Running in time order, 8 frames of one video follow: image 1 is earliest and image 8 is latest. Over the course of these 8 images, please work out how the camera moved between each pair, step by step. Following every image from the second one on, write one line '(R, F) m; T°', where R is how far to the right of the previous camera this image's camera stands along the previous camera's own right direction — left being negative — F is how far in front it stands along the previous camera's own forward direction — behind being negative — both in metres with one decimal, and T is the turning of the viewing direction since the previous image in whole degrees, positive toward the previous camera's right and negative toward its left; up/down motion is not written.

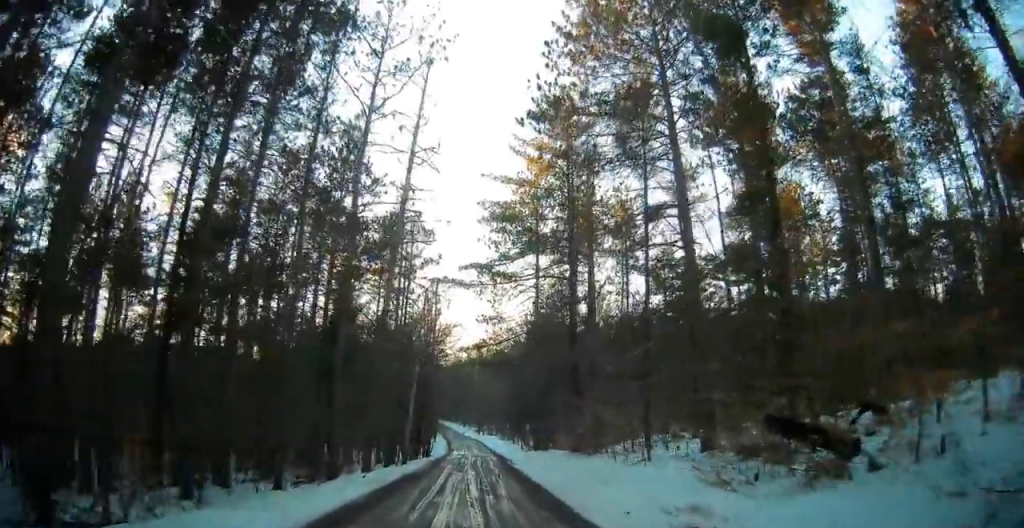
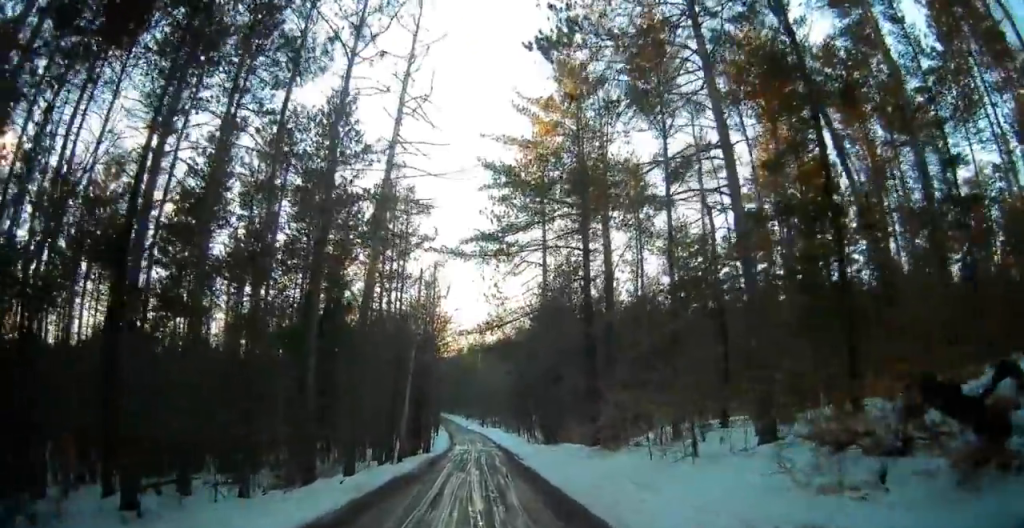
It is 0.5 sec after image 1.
(+0.1, +3.1) m; 0°
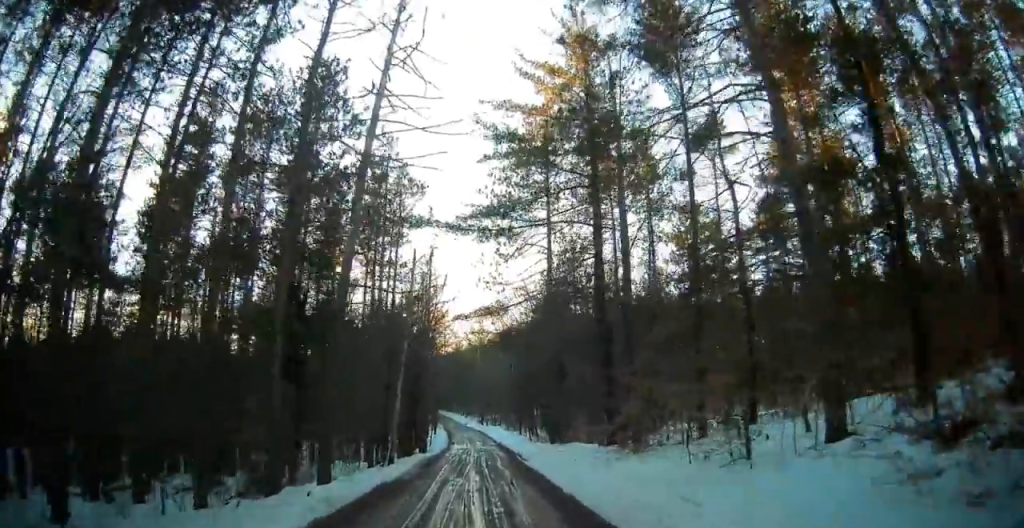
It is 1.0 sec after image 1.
(-0.2, +2.5) m; 0°
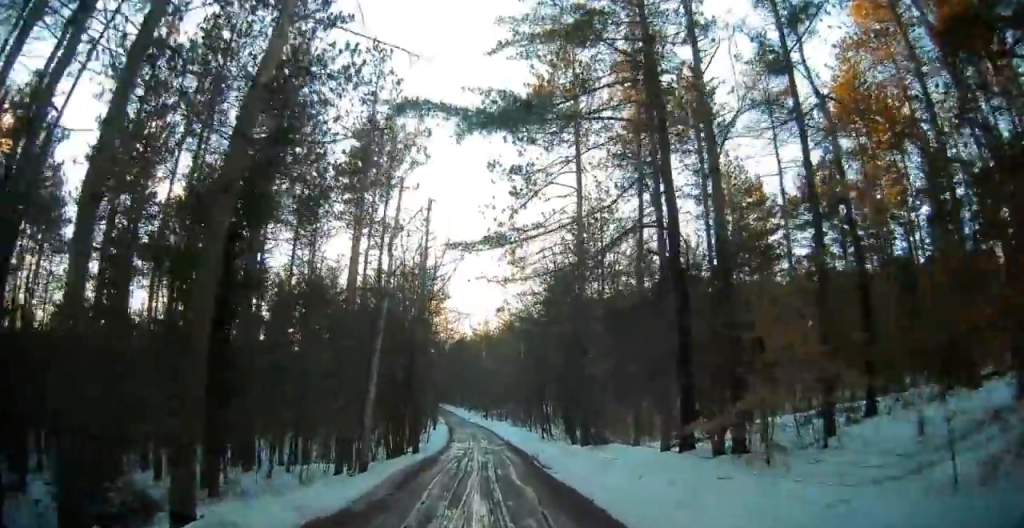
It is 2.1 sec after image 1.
(+0.1, +7.0) m; 0°
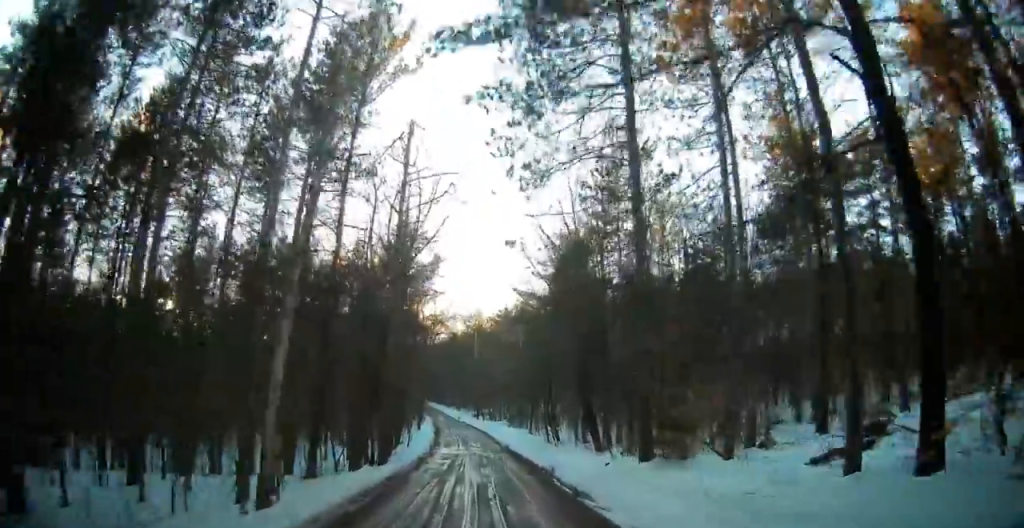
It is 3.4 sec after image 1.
(-0.3, +9.4) m; 0°
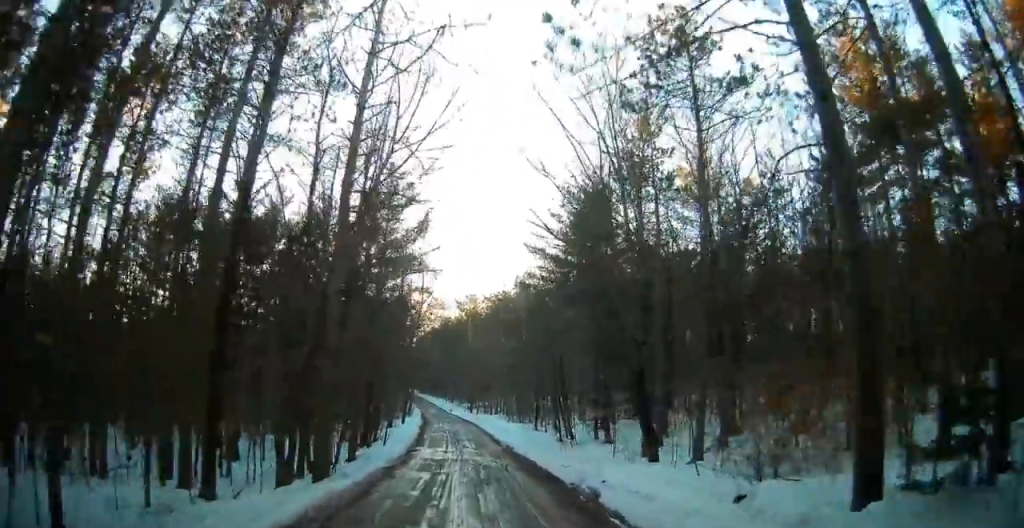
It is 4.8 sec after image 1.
(+0.6, +9.8) m; +4°
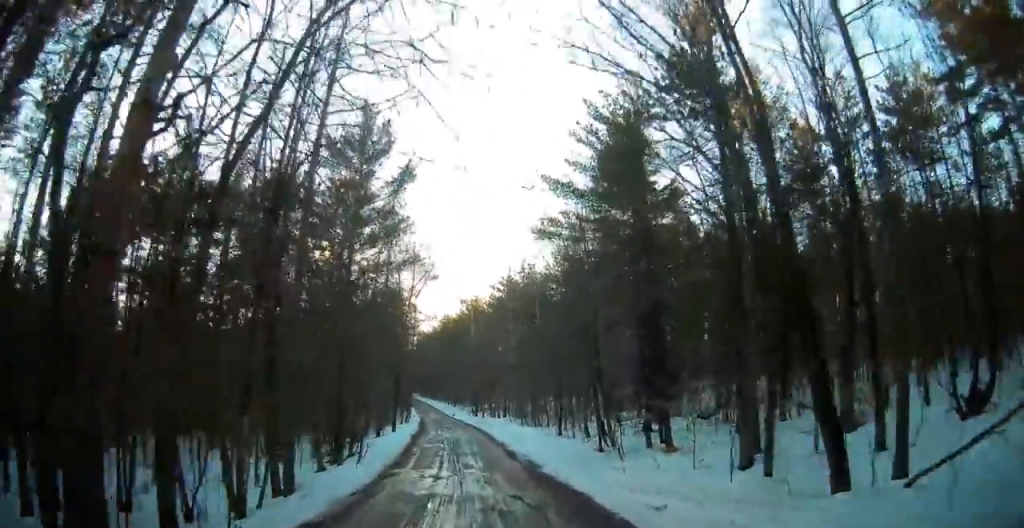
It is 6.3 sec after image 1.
(0.0, +10.2) m; 0°
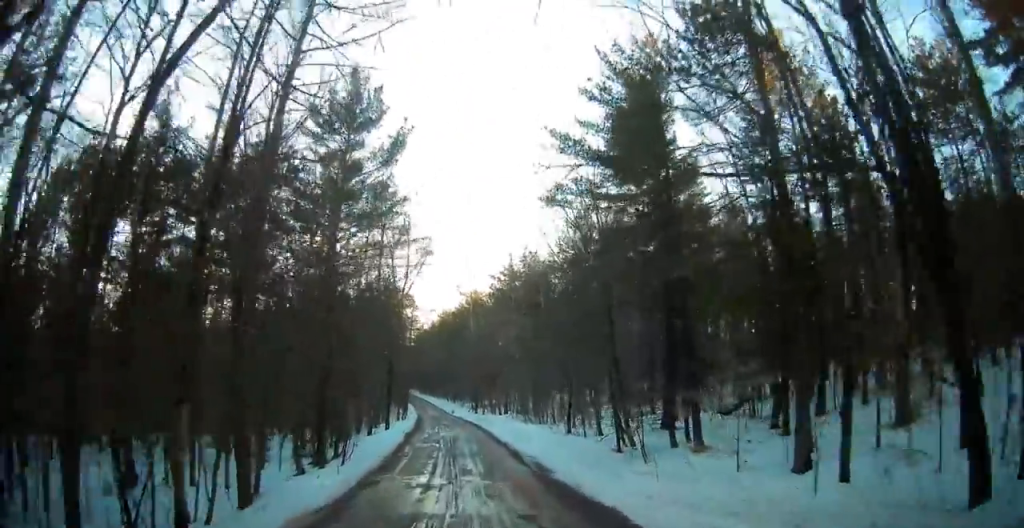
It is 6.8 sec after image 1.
(0.0, +3.4) m; 0°
